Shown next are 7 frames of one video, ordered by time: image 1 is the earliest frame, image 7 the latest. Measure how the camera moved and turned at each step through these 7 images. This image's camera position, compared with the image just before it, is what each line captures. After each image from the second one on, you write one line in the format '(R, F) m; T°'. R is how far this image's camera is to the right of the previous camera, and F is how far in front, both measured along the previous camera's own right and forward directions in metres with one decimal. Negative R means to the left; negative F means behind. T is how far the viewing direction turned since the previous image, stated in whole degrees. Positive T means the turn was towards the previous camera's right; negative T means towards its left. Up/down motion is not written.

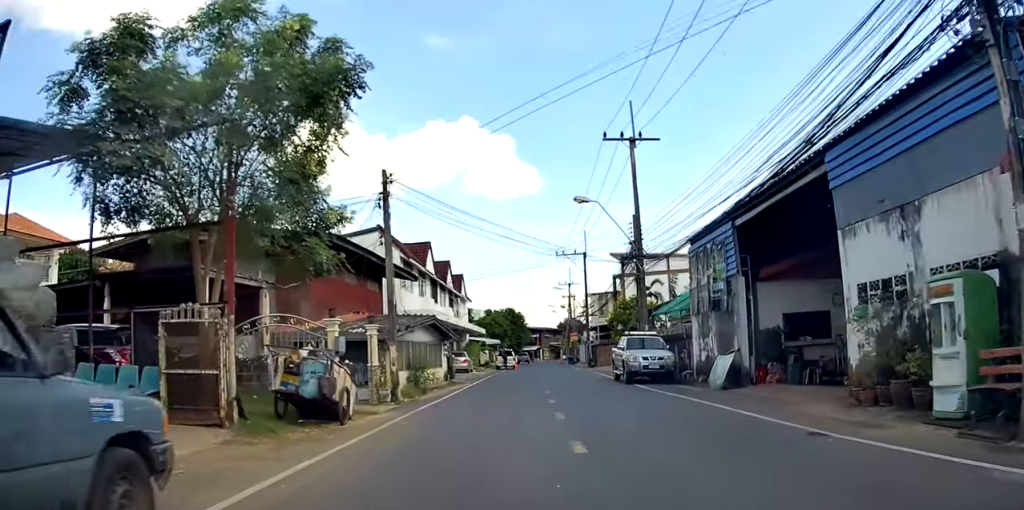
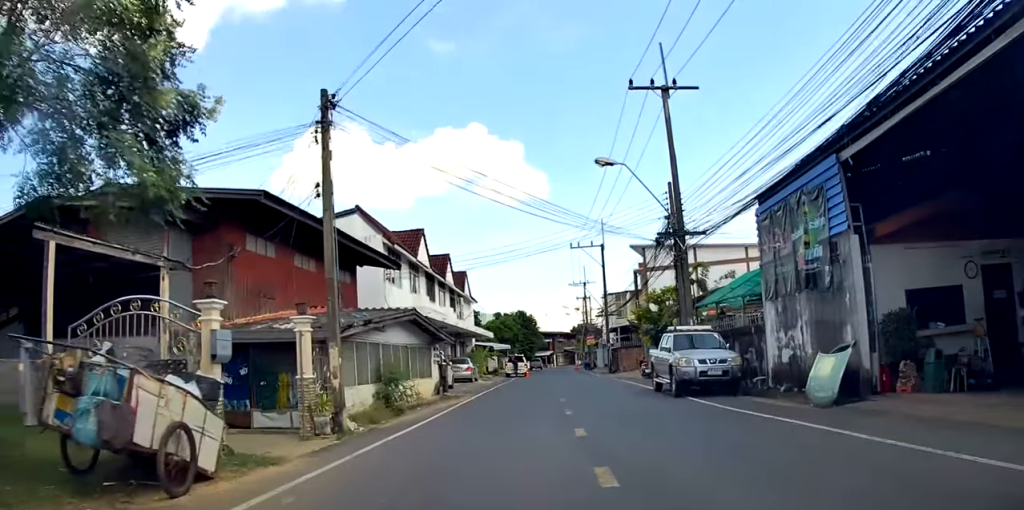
(+0.2, +5.4) m; +7°
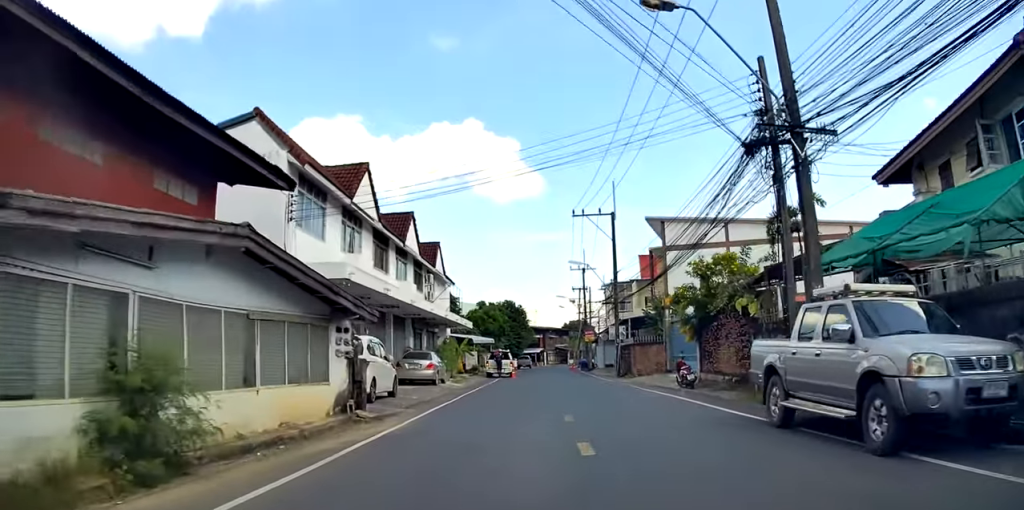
(+0.6, +9.4) m; -2°
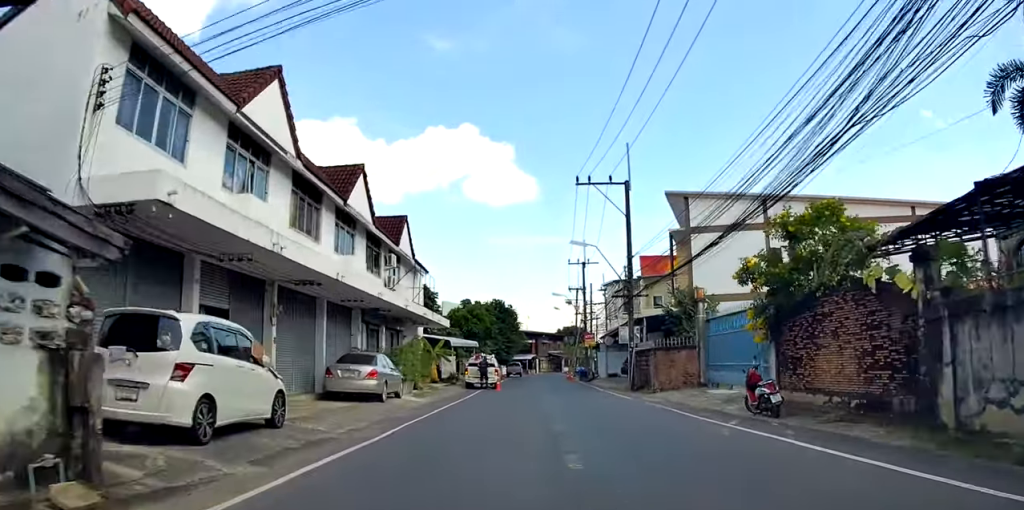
(-0.7, +7.6) m; -5°
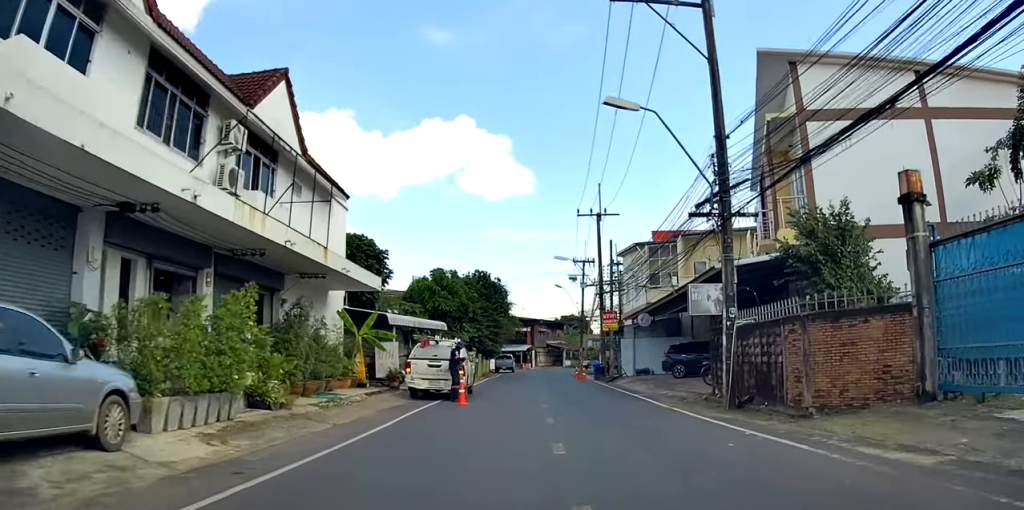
(+0.2, +14.2) m; +2°
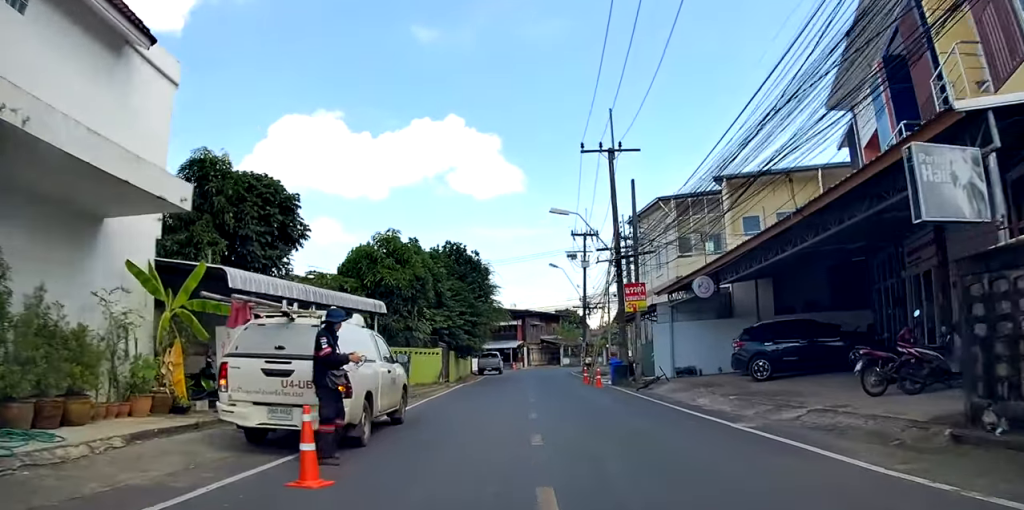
(0.0, +10.6) m; +2°
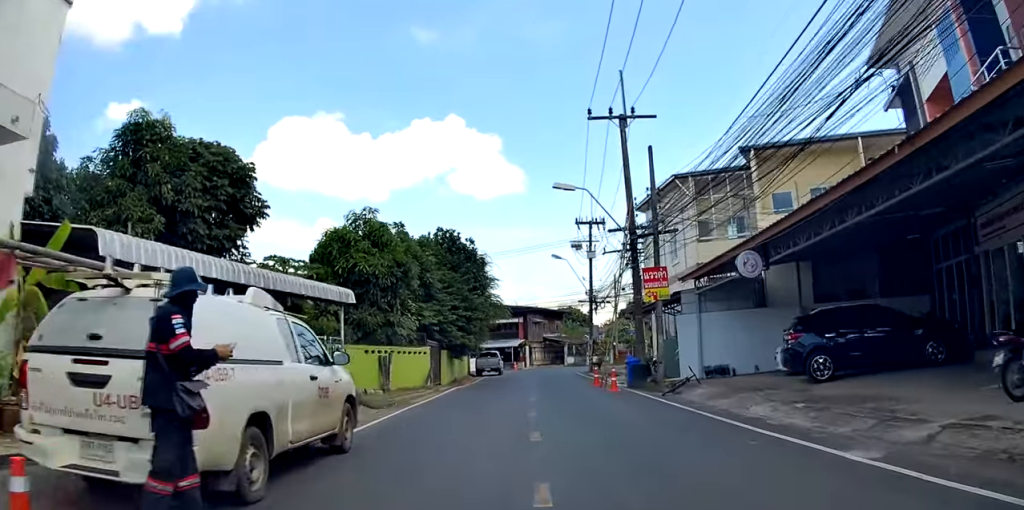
(0.0, +3.3) m; +1°
